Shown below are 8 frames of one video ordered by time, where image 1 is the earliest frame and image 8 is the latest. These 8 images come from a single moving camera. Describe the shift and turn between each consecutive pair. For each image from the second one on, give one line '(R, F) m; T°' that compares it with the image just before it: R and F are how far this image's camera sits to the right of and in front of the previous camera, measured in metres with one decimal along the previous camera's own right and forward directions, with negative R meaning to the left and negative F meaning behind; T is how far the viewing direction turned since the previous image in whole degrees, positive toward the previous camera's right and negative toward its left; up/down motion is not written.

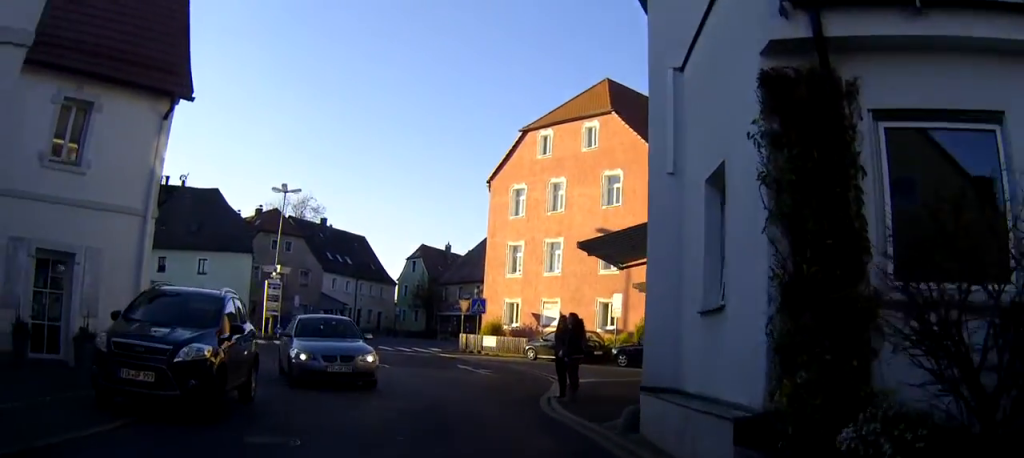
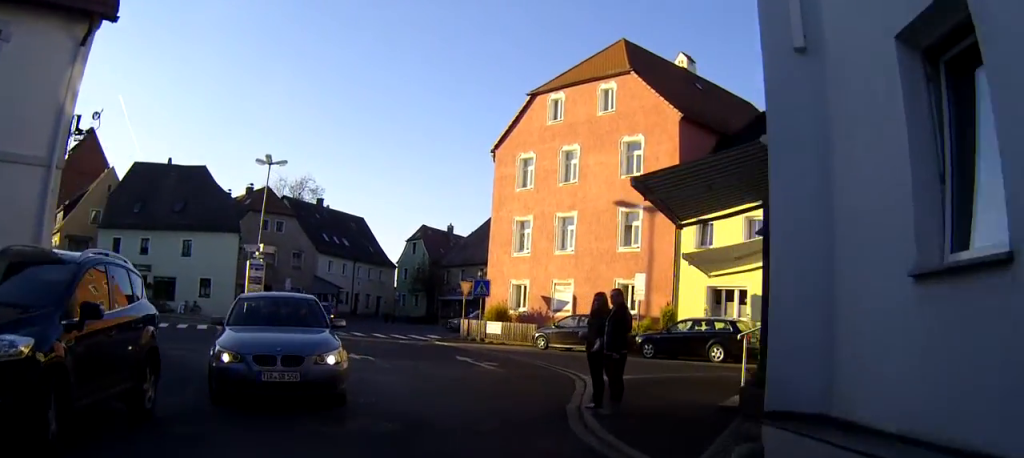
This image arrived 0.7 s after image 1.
(-0.2, +3.6) m; -5°
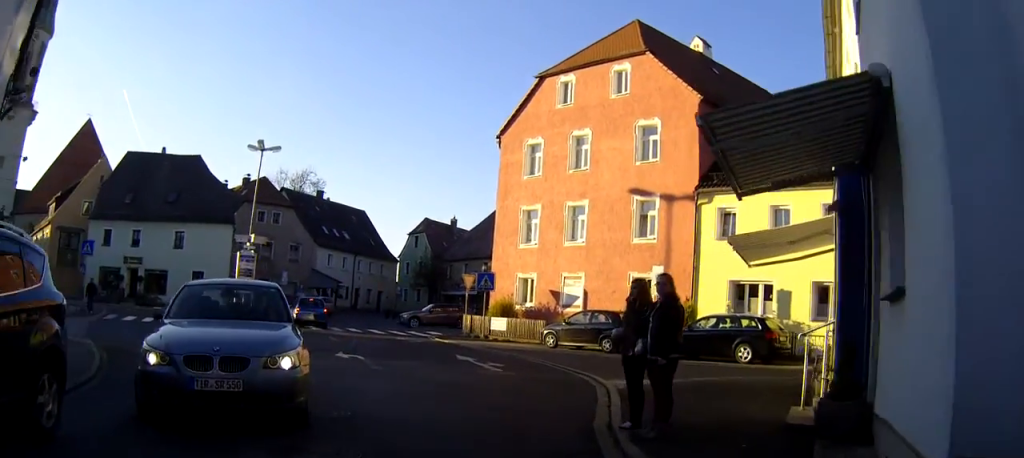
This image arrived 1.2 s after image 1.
(-0.1, +2.1) m; -3°
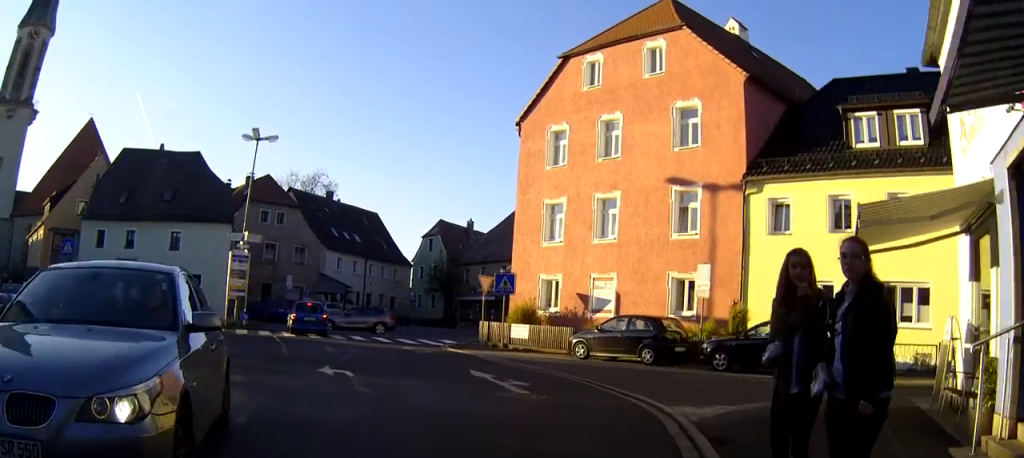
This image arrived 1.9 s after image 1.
(0.0, +3.4) m; -2°
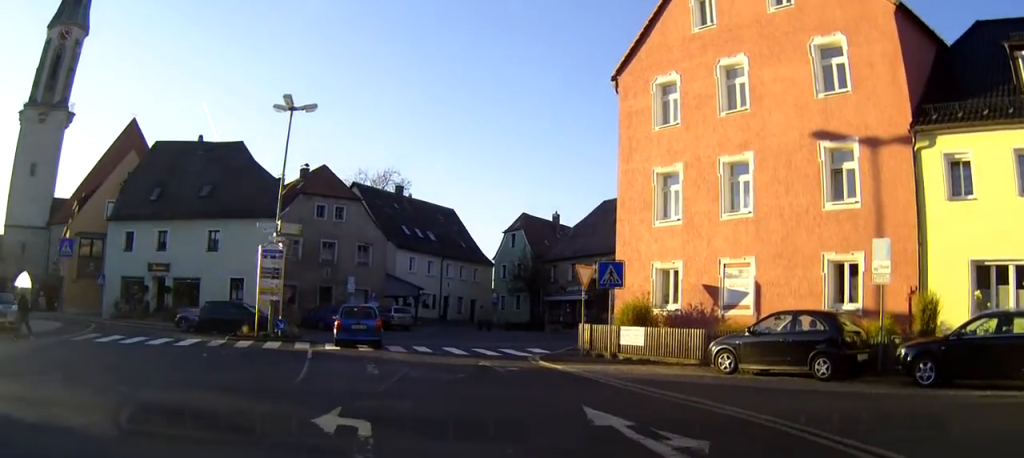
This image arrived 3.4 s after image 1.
(-0.4, +6.9) m; -11°
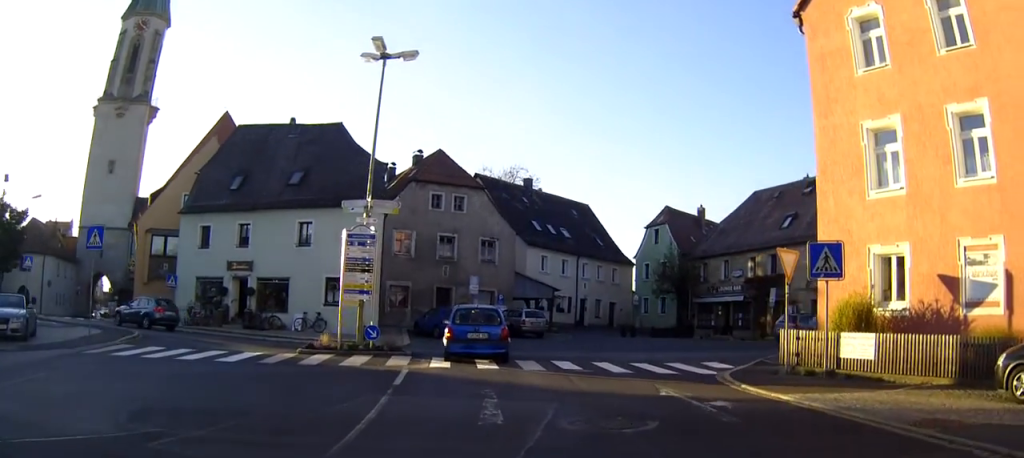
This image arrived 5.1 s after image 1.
(-0.9, +6.2) m; -9°
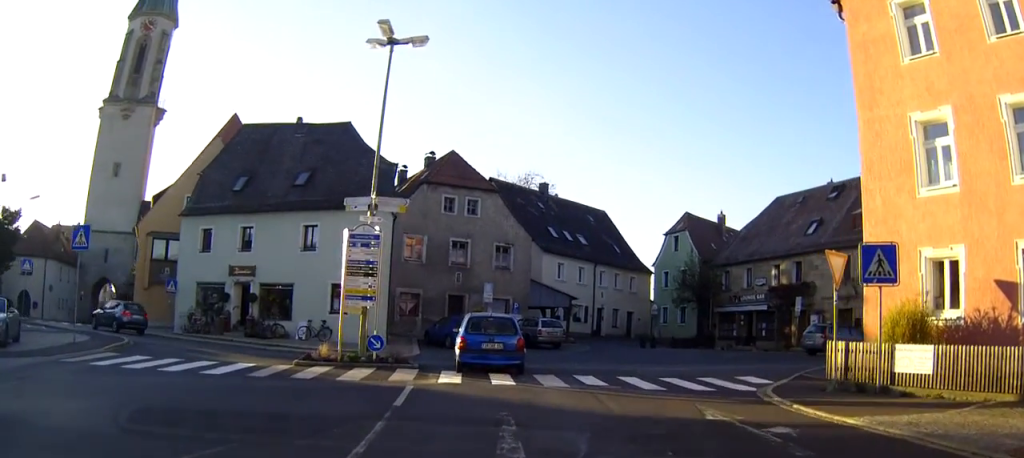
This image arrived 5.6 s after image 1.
(0.0, +1.5) m; +2°
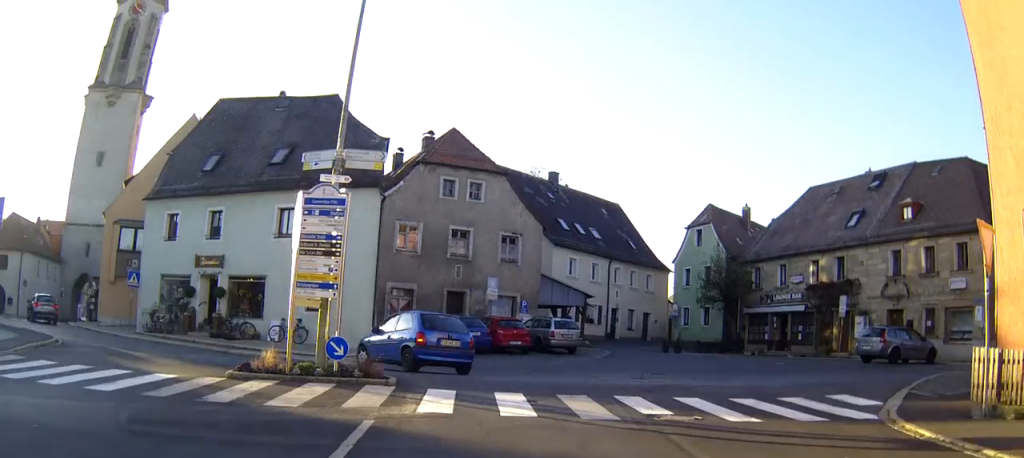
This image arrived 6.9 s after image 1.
(+0.3, +4.6) m; +4°
